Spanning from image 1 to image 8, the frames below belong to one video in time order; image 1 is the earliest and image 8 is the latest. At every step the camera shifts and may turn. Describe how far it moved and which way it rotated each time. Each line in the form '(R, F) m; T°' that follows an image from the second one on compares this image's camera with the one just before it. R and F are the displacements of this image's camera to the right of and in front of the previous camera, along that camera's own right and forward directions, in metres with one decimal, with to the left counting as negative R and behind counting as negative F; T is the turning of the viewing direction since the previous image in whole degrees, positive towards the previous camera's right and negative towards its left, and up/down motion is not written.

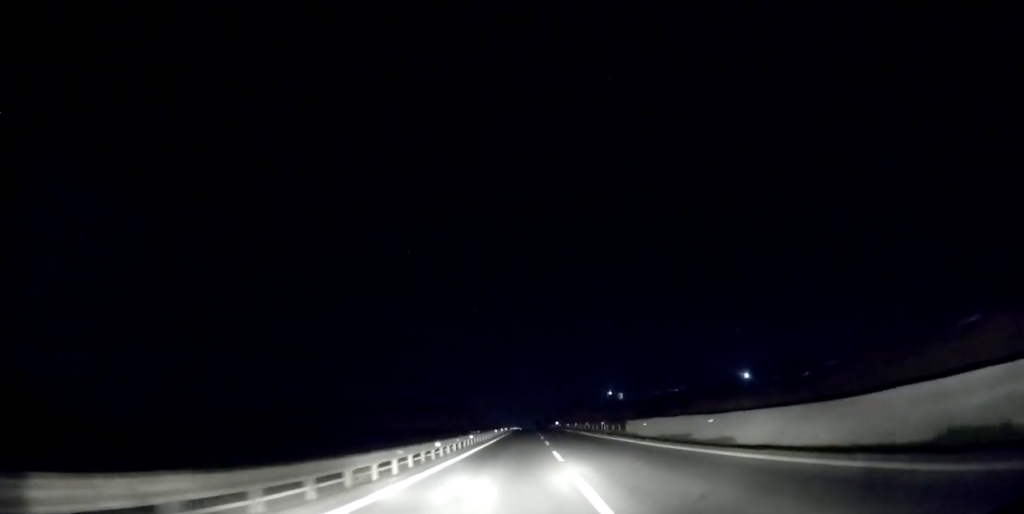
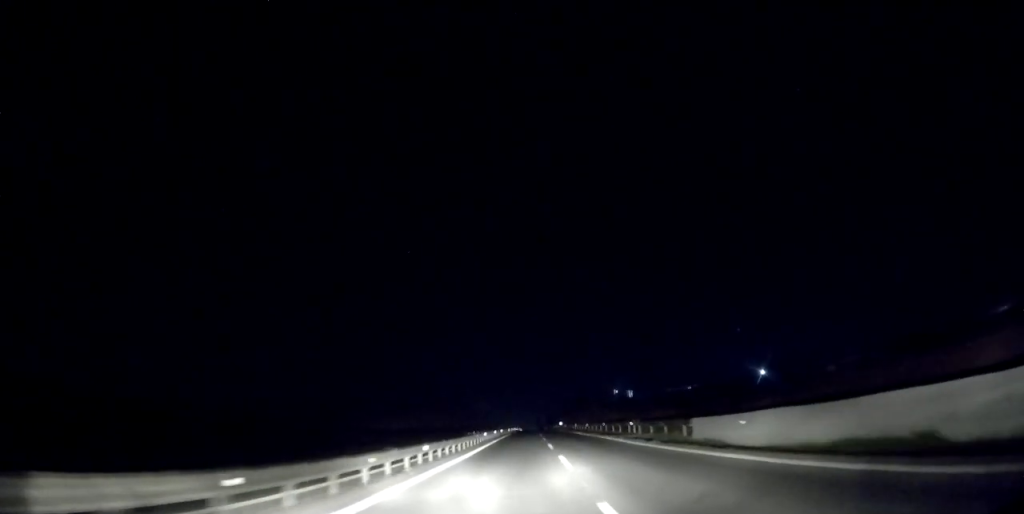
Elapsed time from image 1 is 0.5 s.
(-0.3, +14.9) m; 0°
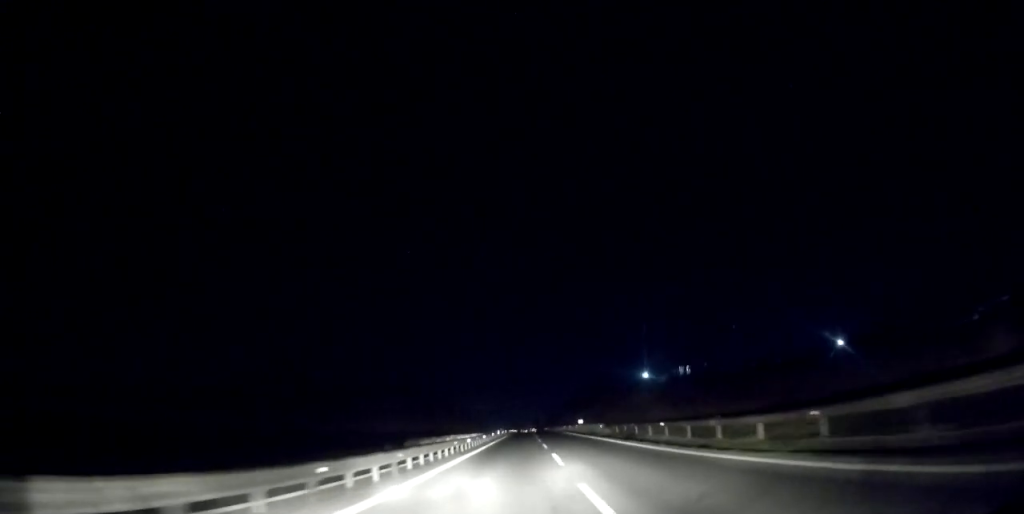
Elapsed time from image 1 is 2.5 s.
(+0.1, +56.8) m; 0°
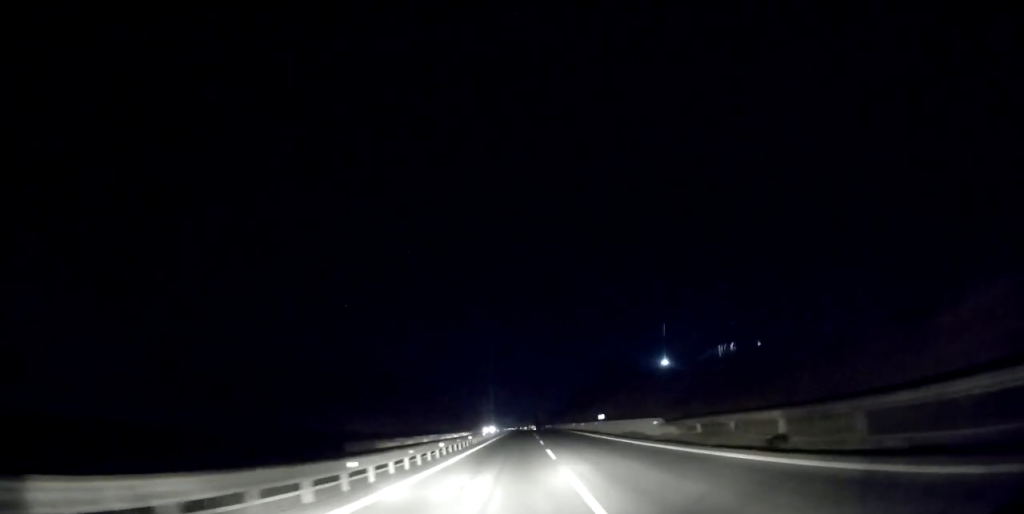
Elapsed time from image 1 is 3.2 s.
(-0.2, +21.7) m; 0°
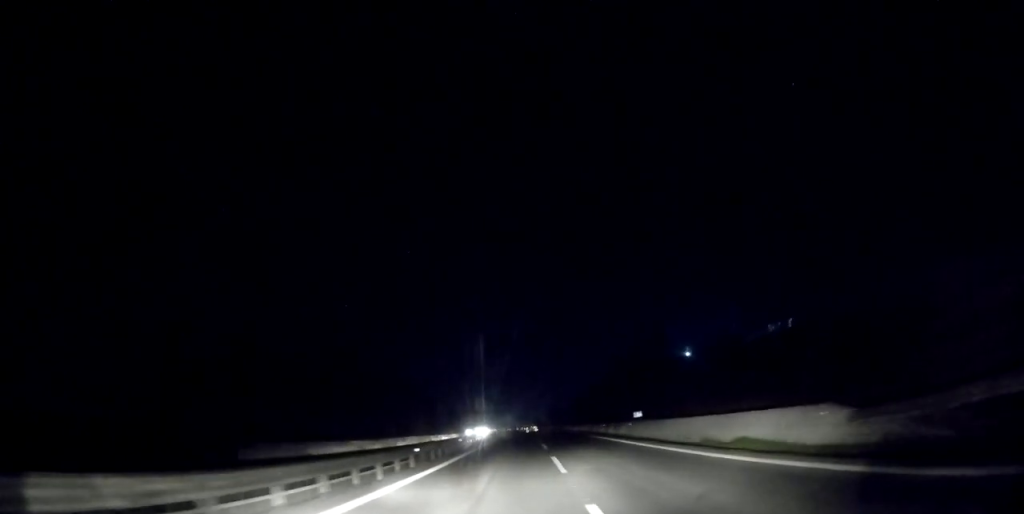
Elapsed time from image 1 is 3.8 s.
(+0.2, +17.4) m; +1°
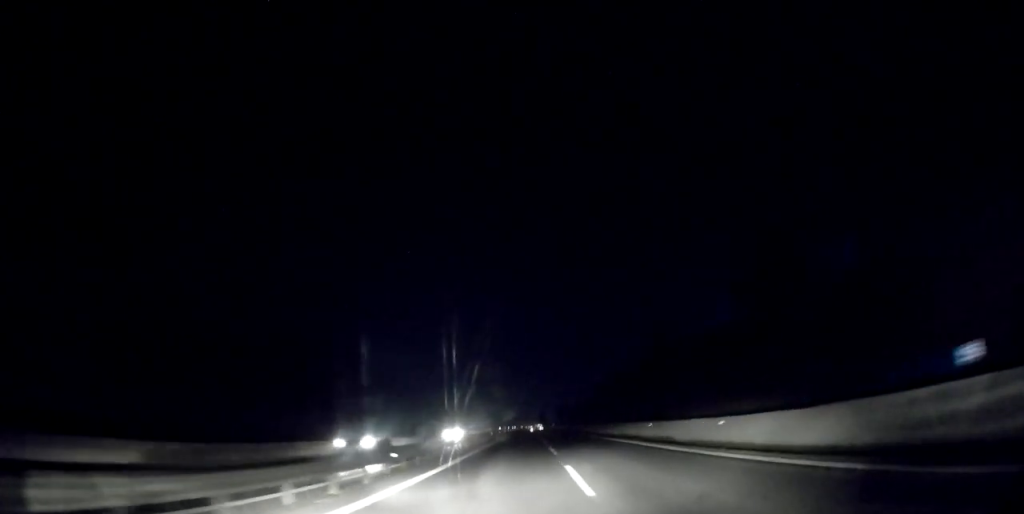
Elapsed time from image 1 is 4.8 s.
(+0.1, +28.2) m; -1°
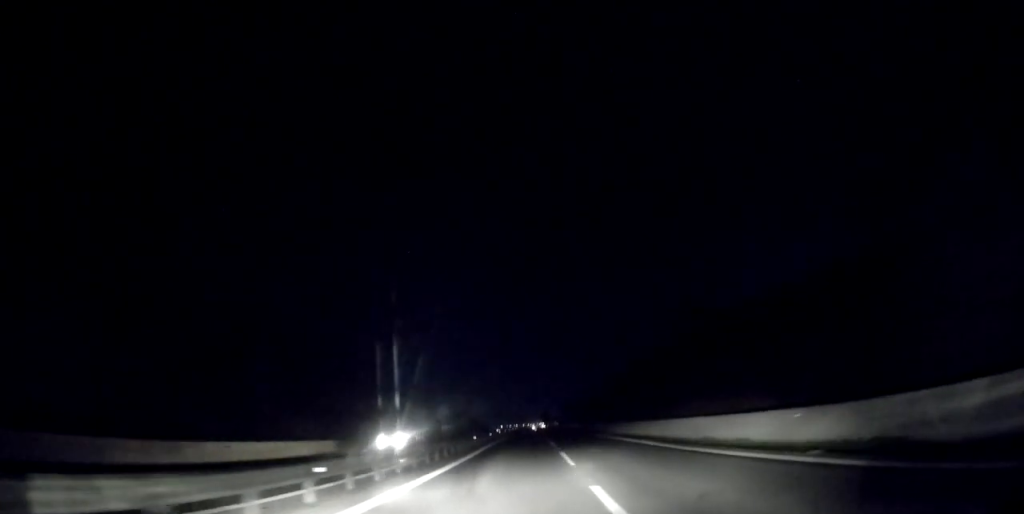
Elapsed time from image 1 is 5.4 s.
(-0.2, +17.6) m; 0°
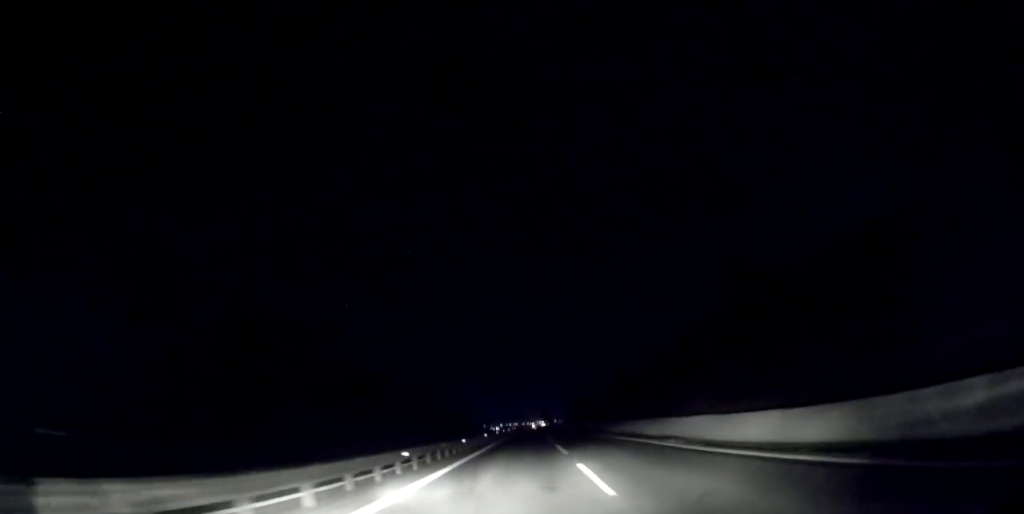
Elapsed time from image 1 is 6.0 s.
(-0.3, +18.6) m; 0°
